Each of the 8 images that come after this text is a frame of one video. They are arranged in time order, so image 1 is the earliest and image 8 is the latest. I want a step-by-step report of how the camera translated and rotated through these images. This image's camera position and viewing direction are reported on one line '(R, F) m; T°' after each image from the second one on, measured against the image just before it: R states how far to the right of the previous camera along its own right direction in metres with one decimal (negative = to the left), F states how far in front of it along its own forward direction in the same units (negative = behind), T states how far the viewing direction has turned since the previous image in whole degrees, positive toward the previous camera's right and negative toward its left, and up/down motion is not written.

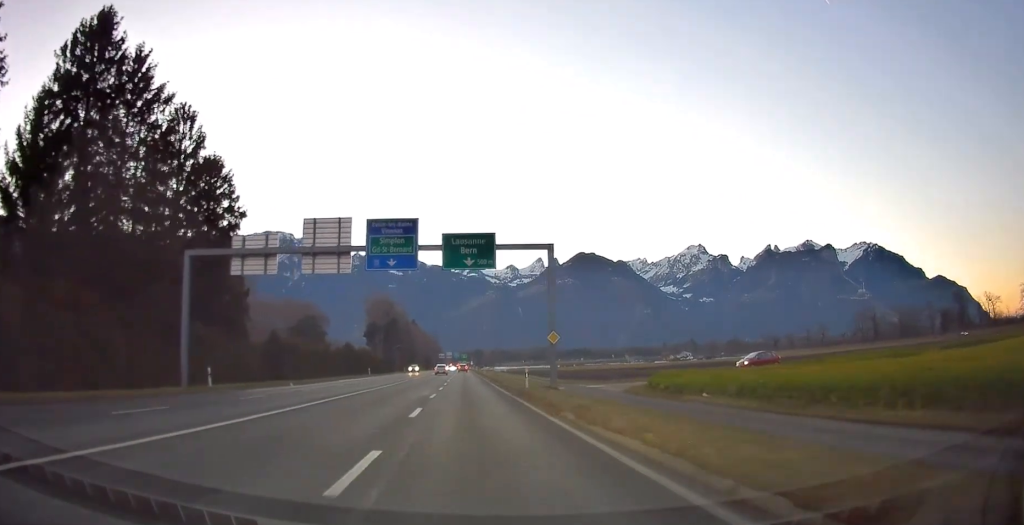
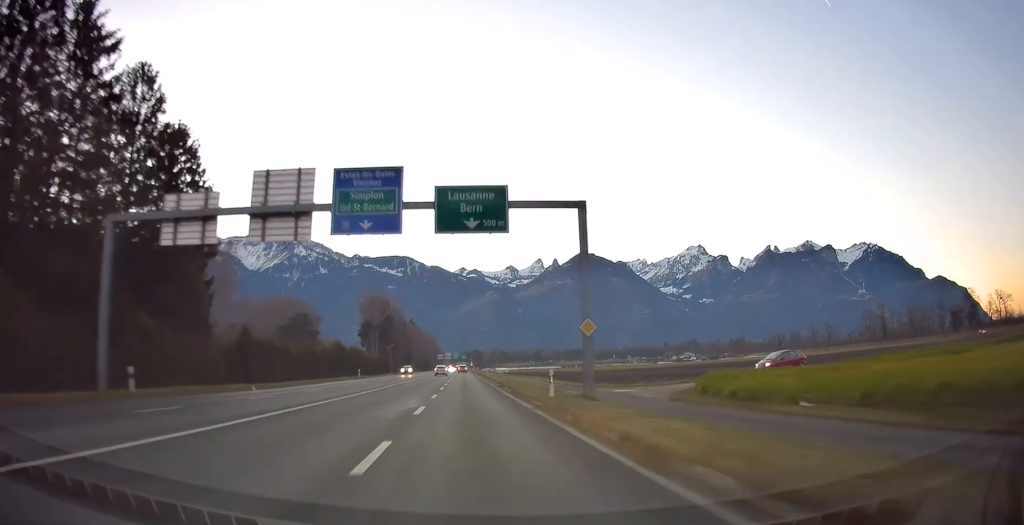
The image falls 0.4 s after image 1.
(-0.1, +8.3) m; 0°
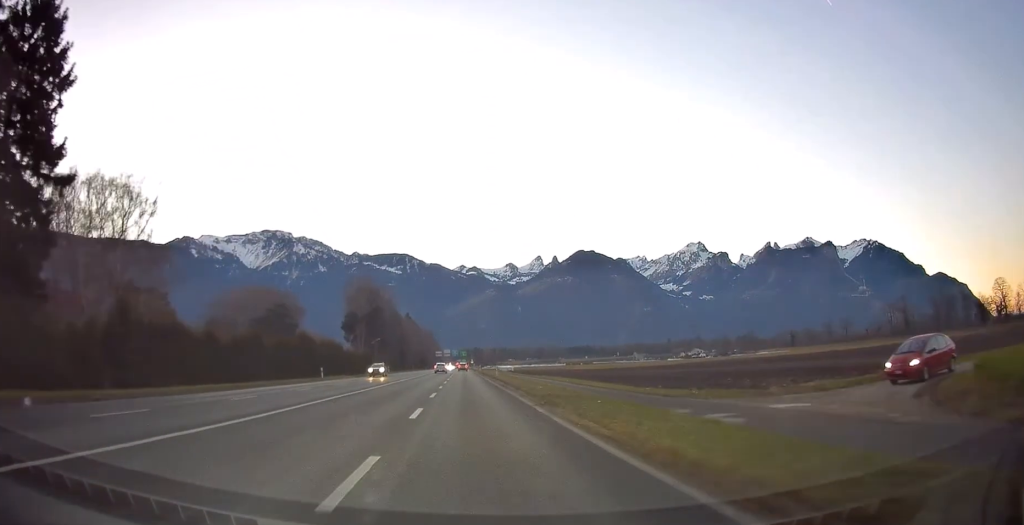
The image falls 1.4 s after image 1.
(-0.2, +19.3) m; 0°
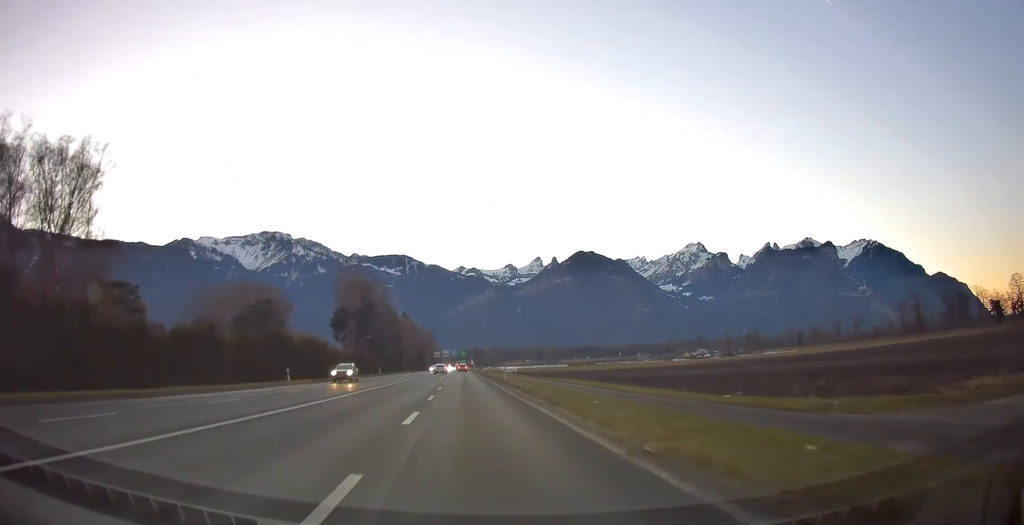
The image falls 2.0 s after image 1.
(+0.2, +11.0) m; 0°
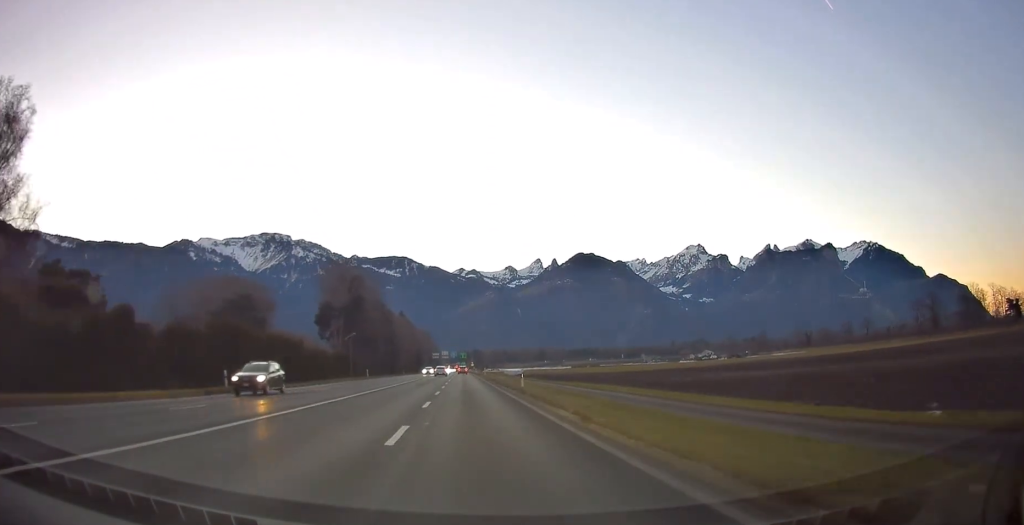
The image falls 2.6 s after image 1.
(-0.1, +12.3) m; 0°
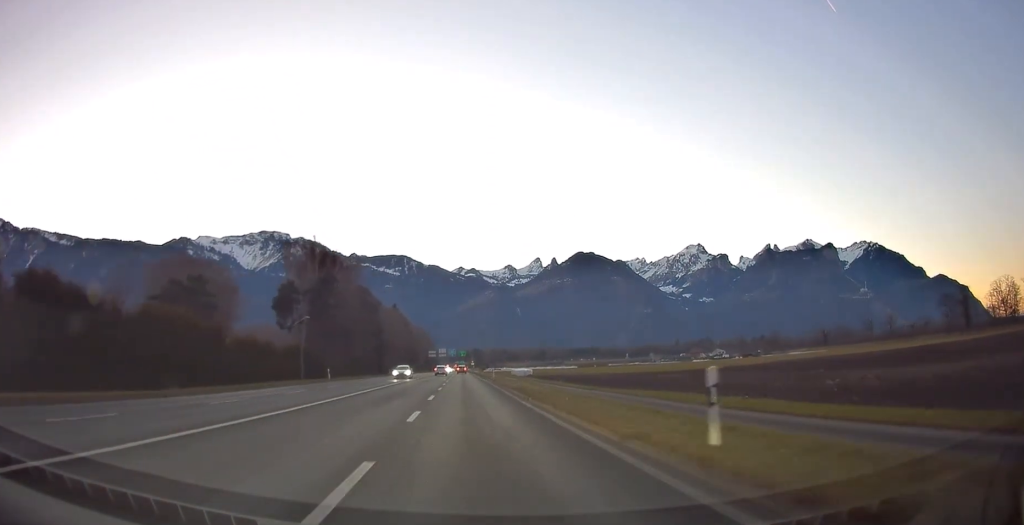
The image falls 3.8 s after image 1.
(+0.1, +23.3) m; 0°
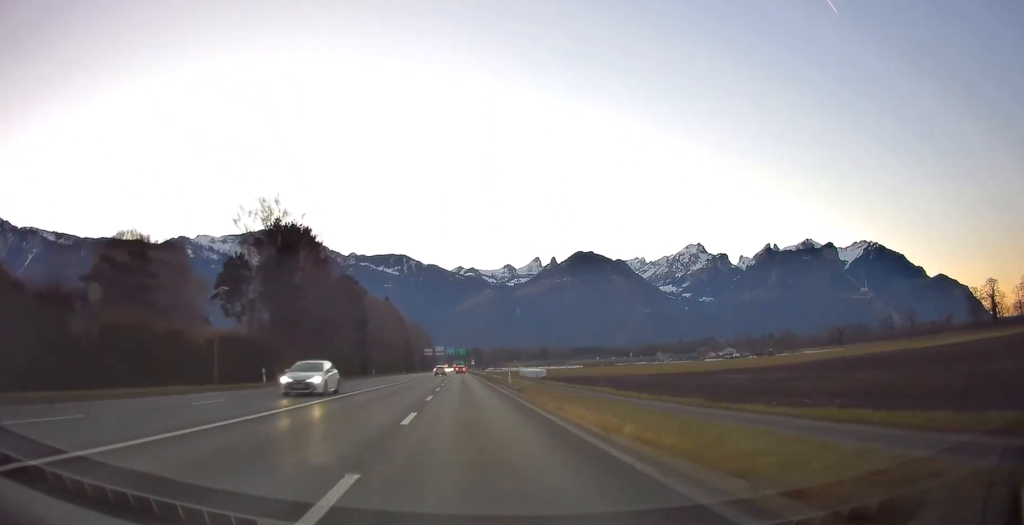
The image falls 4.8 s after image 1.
(-0.1, +19.5) m; 0°
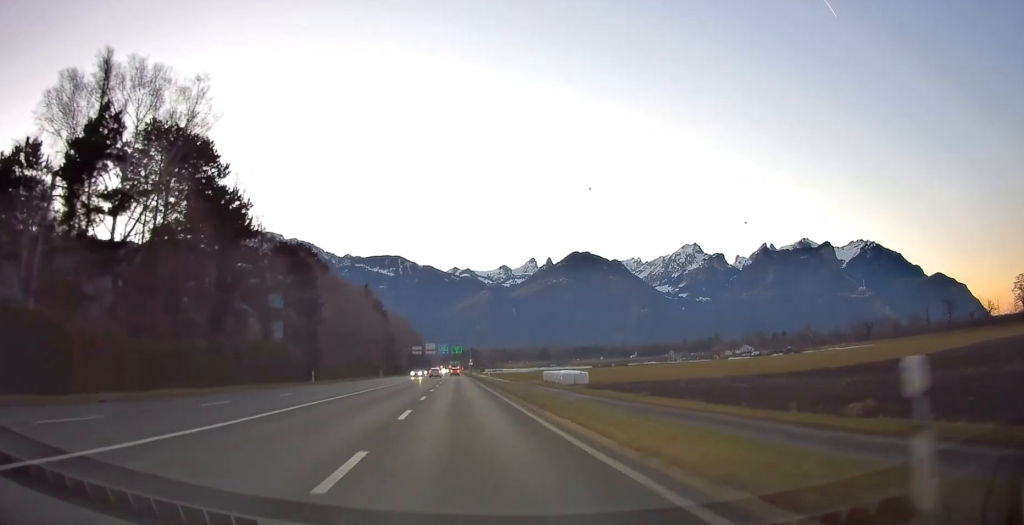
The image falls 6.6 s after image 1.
(+0.5, +34.1) m; +1°
